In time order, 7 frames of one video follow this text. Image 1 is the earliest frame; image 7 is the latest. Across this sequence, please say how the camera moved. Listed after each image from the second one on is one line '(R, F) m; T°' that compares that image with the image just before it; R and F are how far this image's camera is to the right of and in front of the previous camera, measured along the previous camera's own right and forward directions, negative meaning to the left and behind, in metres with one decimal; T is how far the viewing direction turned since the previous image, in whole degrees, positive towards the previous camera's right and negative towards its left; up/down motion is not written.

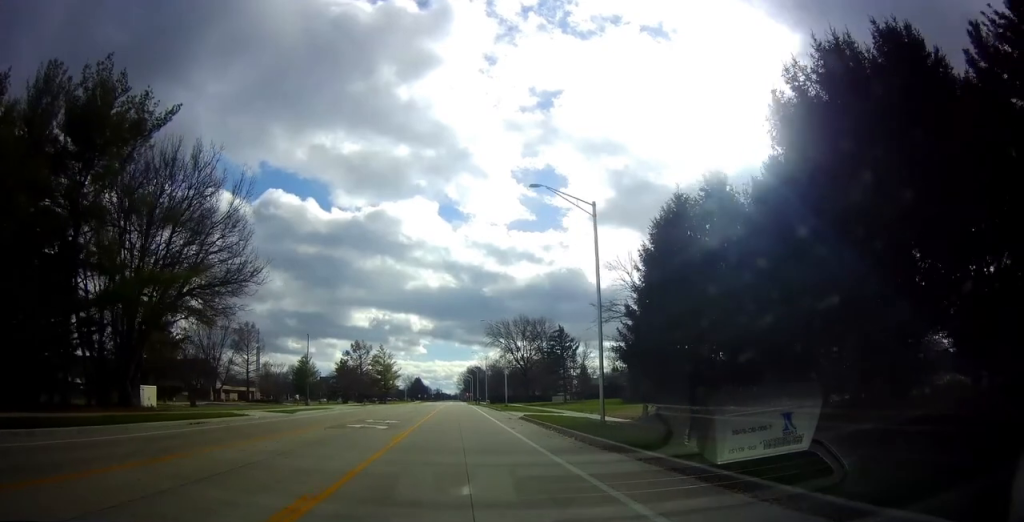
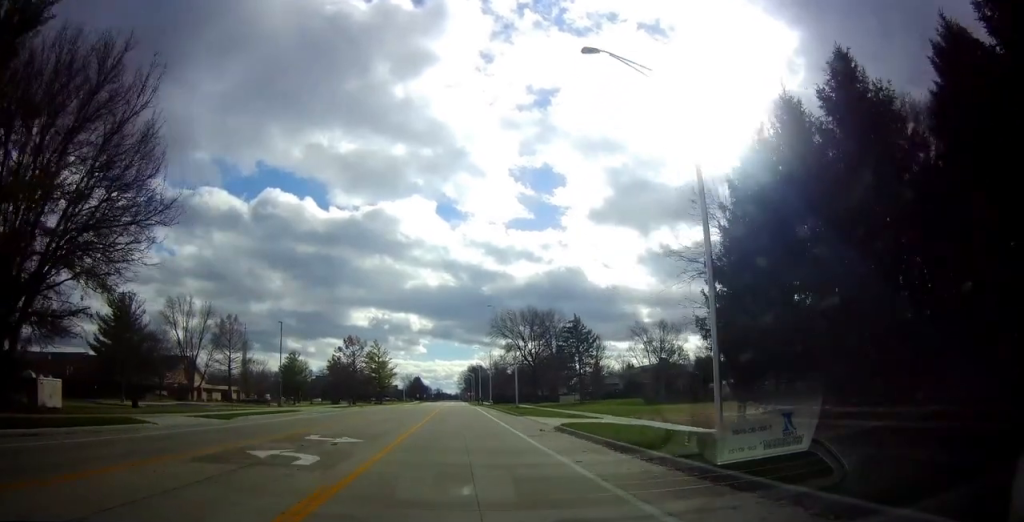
(0.0, +11.2) m; 0°
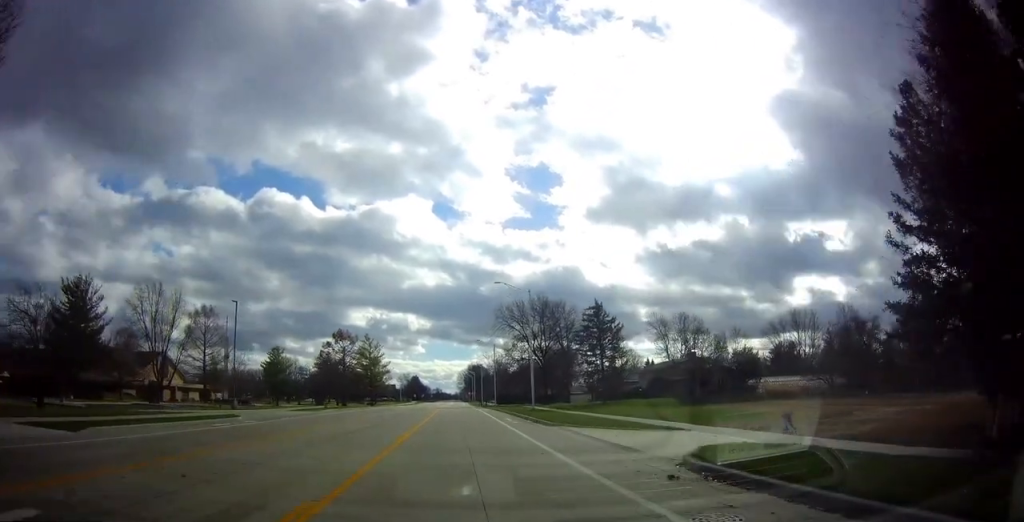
(0.0, +13.0) m; 0°
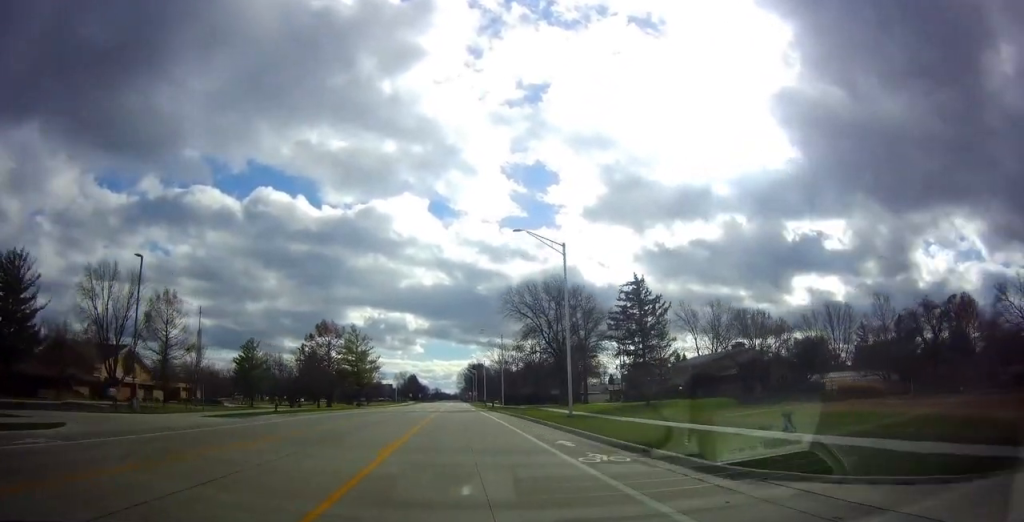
(0.0, +16.7) m; 0°
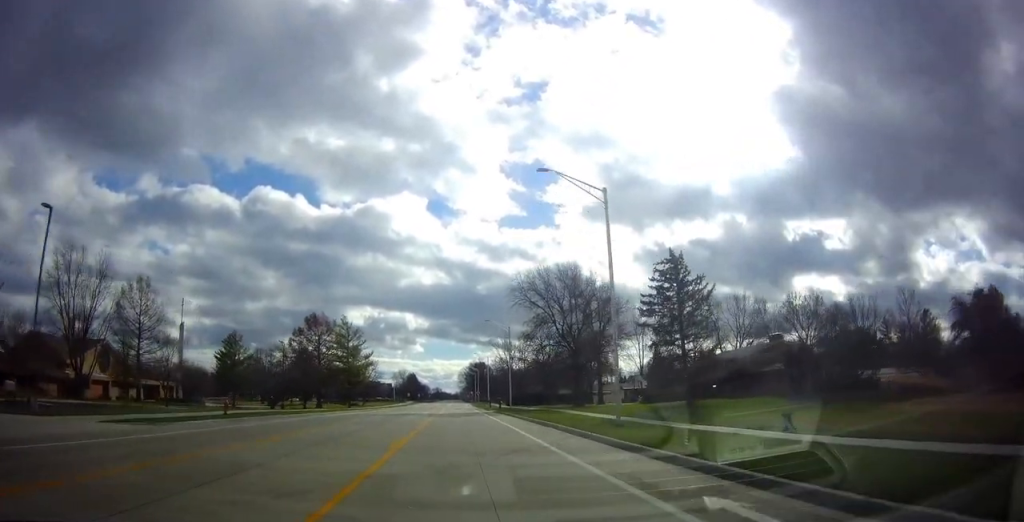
(0.0, +9.8) m; 0°
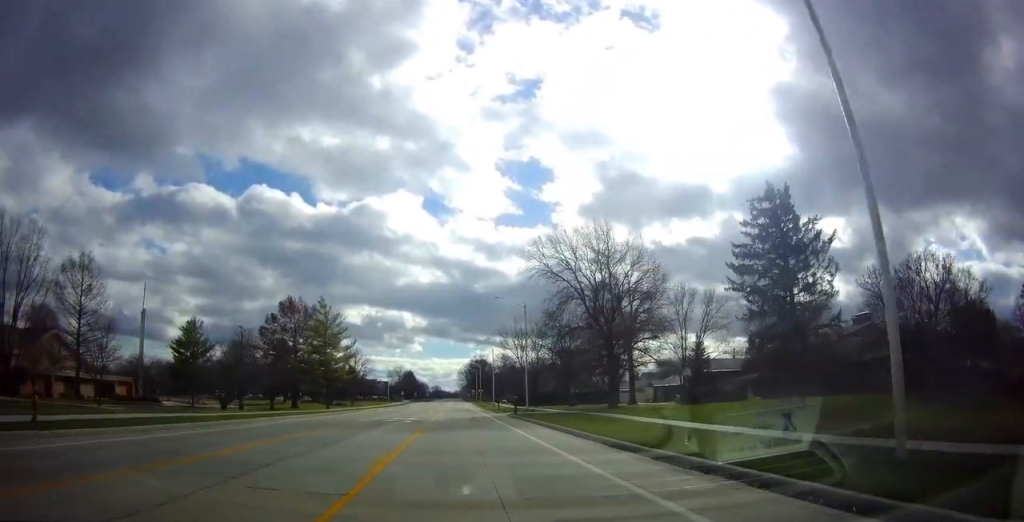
(0.0, +17.3) m; -2°
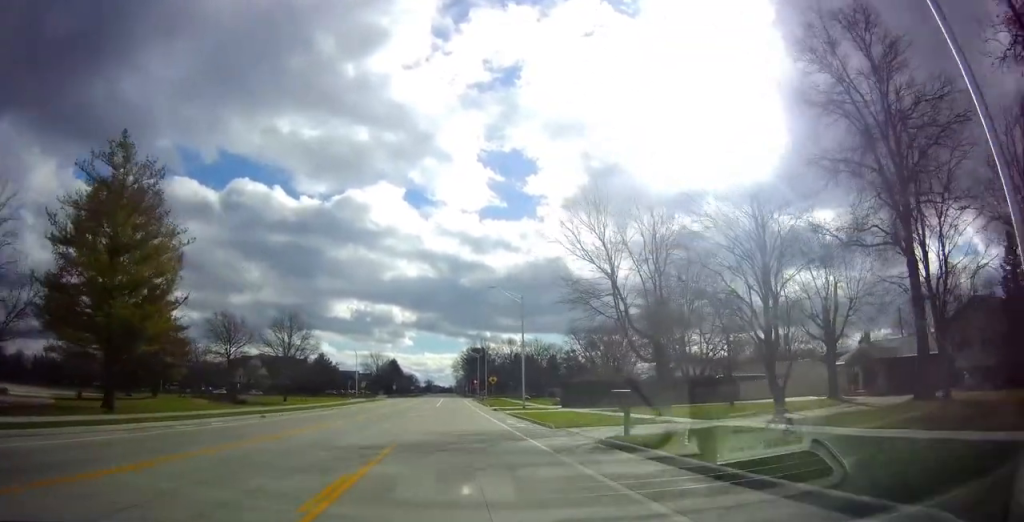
(+0.4, +52.6) m; +2°
